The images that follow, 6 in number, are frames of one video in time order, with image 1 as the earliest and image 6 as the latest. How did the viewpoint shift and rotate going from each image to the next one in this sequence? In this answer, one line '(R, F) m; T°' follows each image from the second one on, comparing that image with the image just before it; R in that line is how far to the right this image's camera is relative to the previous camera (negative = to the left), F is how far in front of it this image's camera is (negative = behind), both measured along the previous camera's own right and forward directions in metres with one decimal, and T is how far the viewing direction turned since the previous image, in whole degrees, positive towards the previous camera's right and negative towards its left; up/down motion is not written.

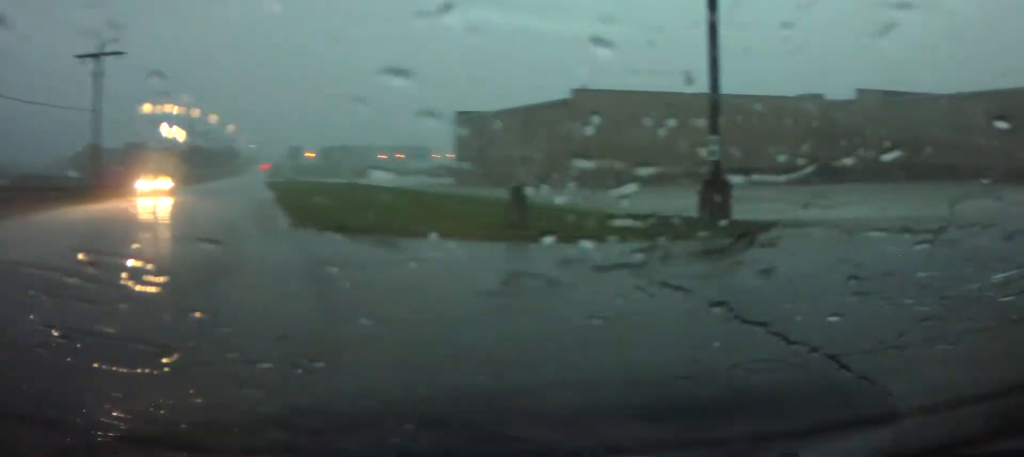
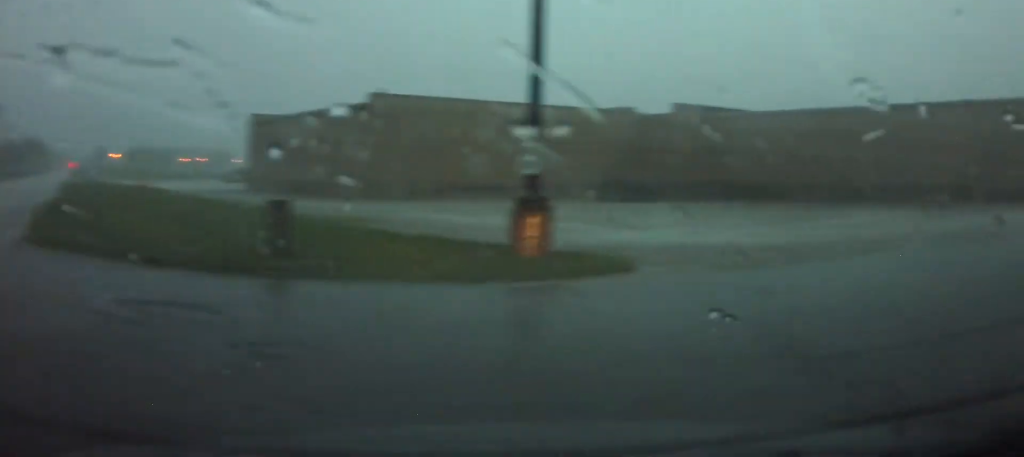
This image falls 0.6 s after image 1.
(+0.6, +3.4) m; +17°
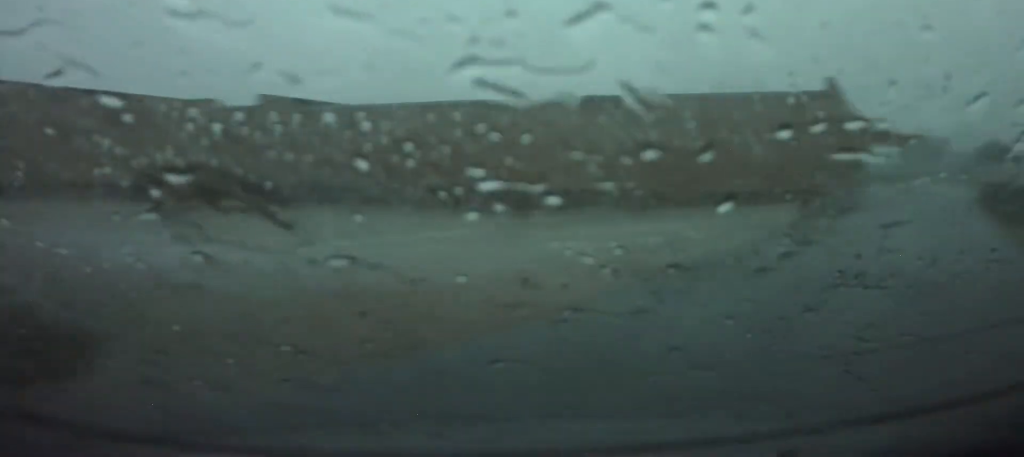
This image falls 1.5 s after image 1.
(+1.5, +5.6) m; +28°
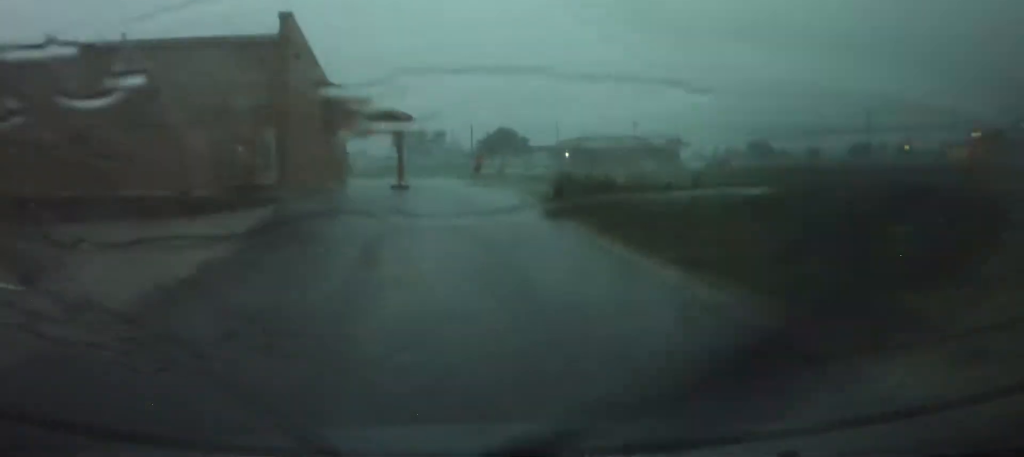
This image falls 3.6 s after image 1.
(+5.2, +15.1) m; +24°
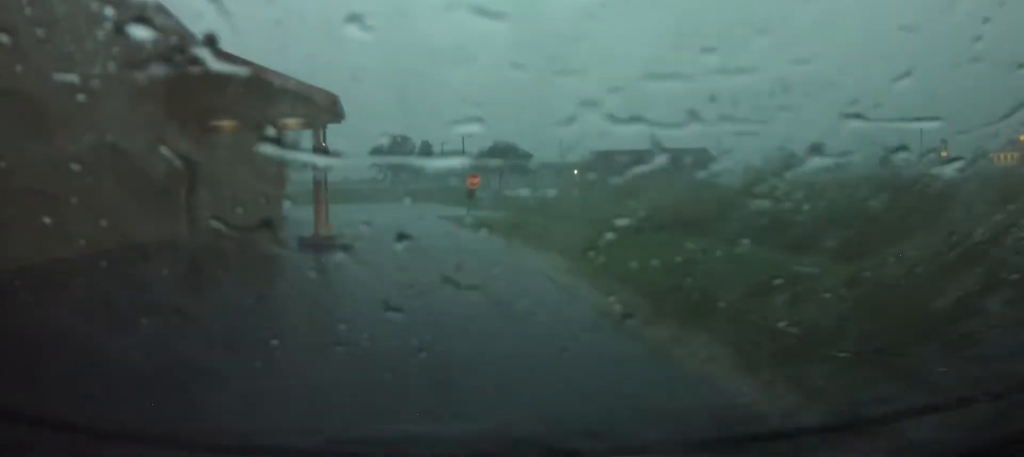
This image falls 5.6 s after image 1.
(-0.2, +19.7) m; -3°
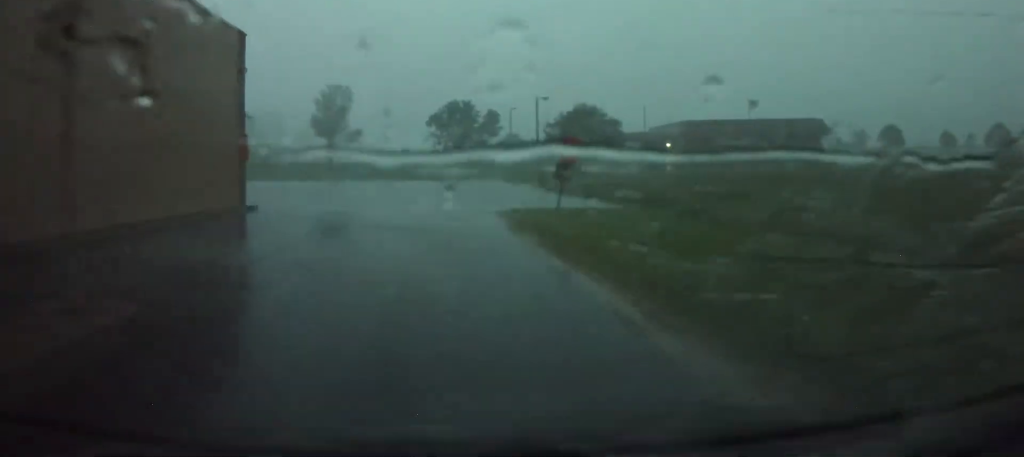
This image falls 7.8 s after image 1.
(-0.6, +20.1) m; -4°
